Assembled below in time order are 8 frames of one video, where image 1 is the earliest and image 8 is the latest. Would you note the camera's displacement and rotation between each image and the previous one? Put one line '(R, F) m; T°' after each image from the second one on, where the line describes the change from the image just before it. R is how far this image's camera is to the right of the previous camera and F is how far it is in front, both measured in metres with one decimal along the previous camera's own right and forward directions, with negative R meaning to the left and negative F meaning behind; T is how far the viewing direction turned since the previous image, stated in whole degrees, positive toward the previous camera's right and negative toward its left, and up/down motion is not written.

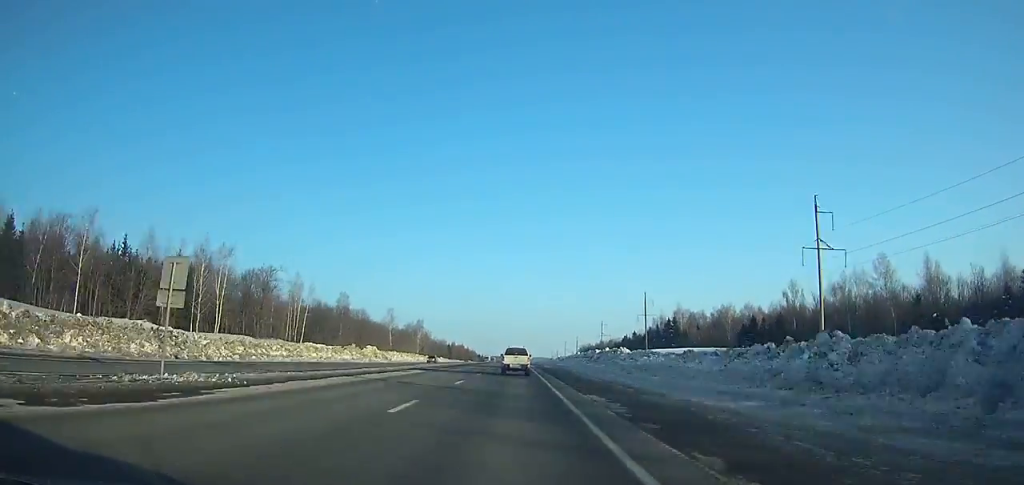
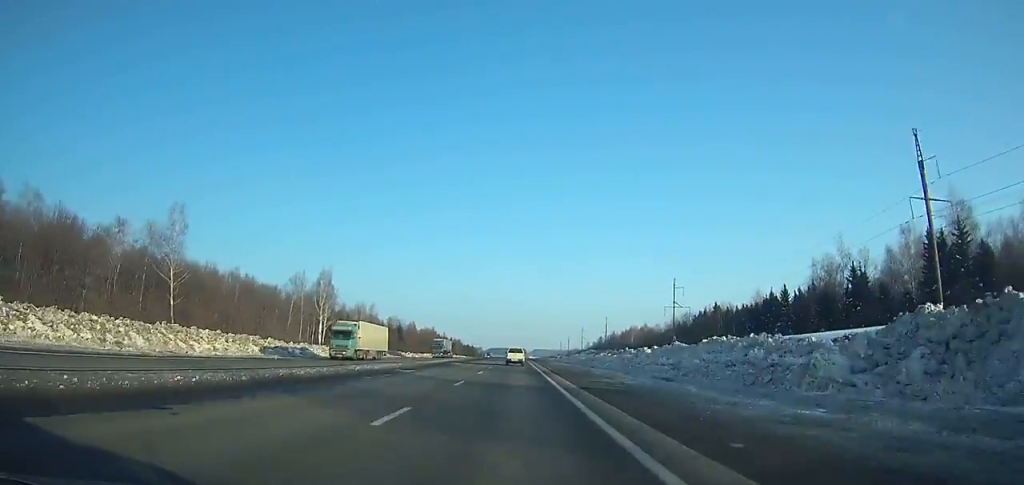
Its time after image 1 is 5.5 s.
(-0.3, +146.9) m; 0°
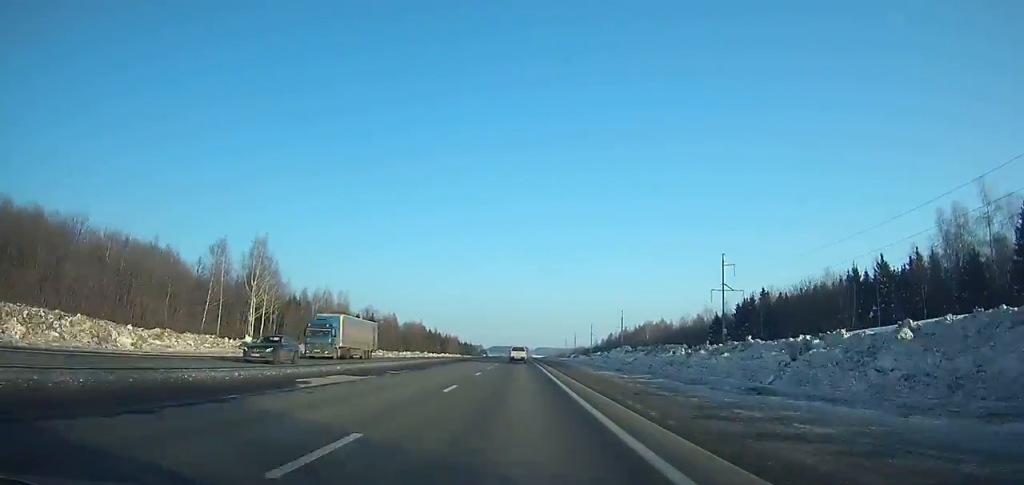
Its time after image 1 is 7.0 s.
(0.0, +40.1) m; 0°
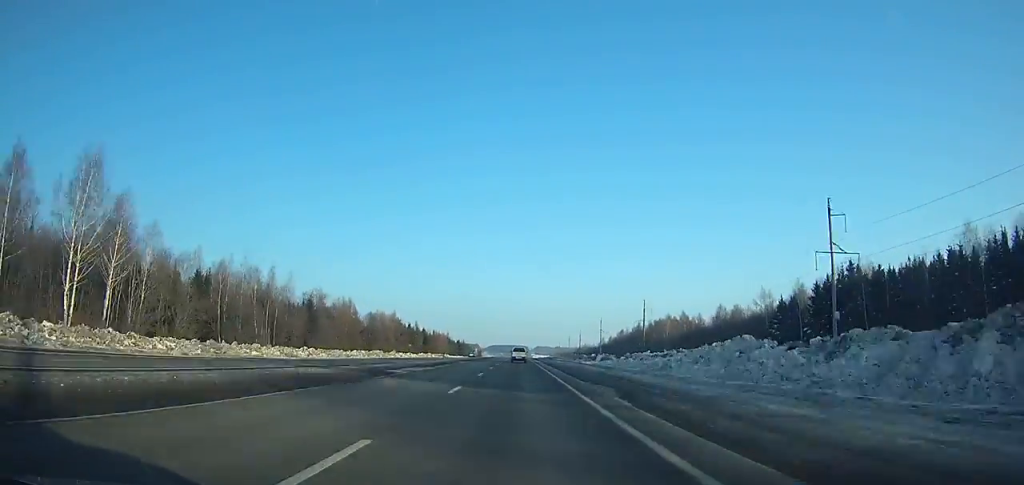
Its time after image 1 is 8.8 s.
(-0.1, +48.2) m; 0°
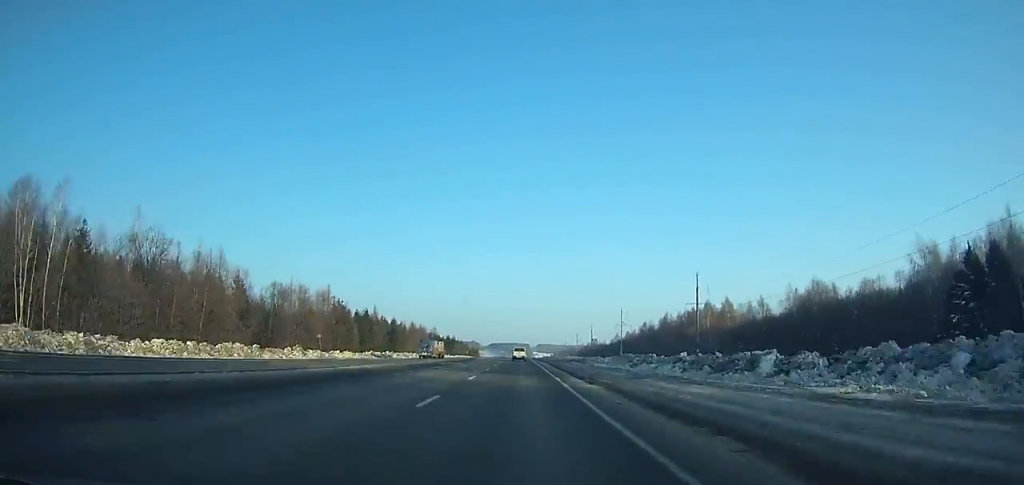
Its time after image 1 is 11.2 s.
(+0.2, +64.1) m; 0°
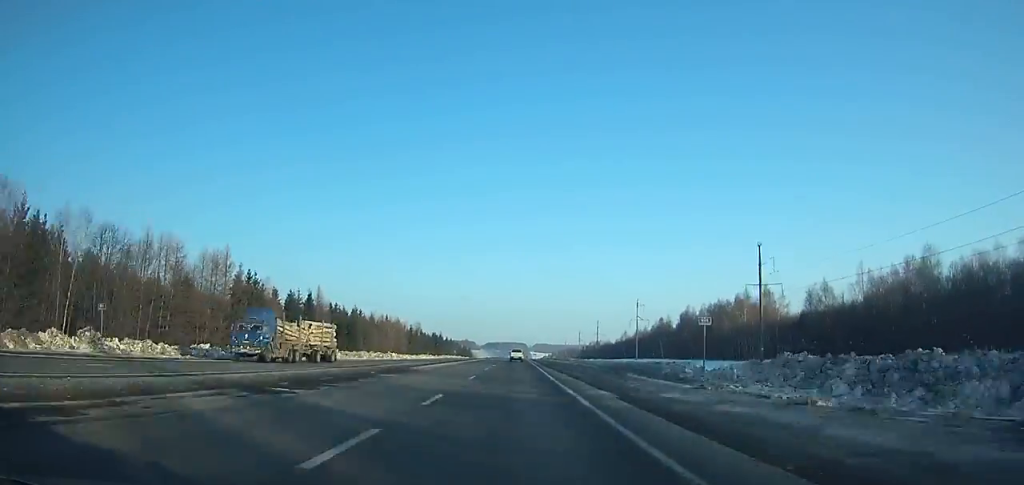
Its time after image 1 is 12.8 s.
(0.0, +42.7) m; 0°
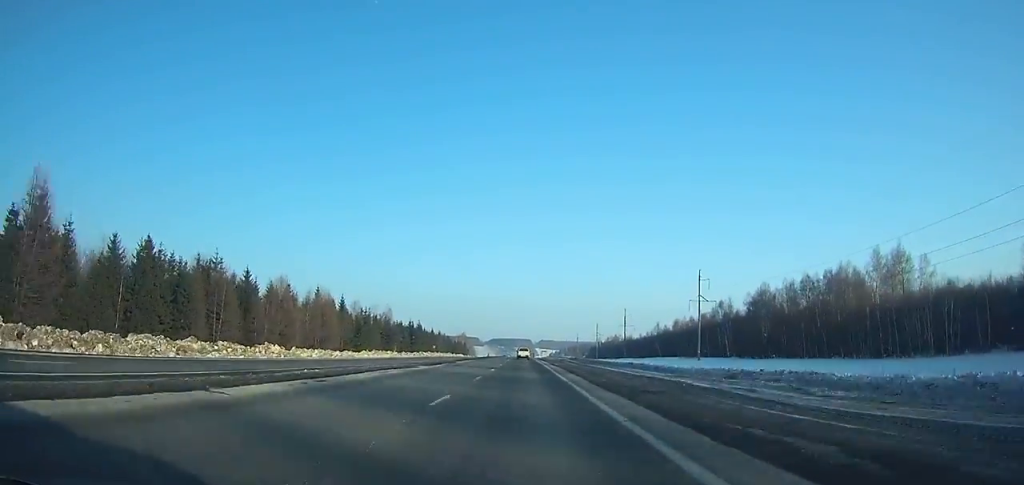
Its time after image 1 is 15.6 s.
(-0.3, +74.4) m; 0°
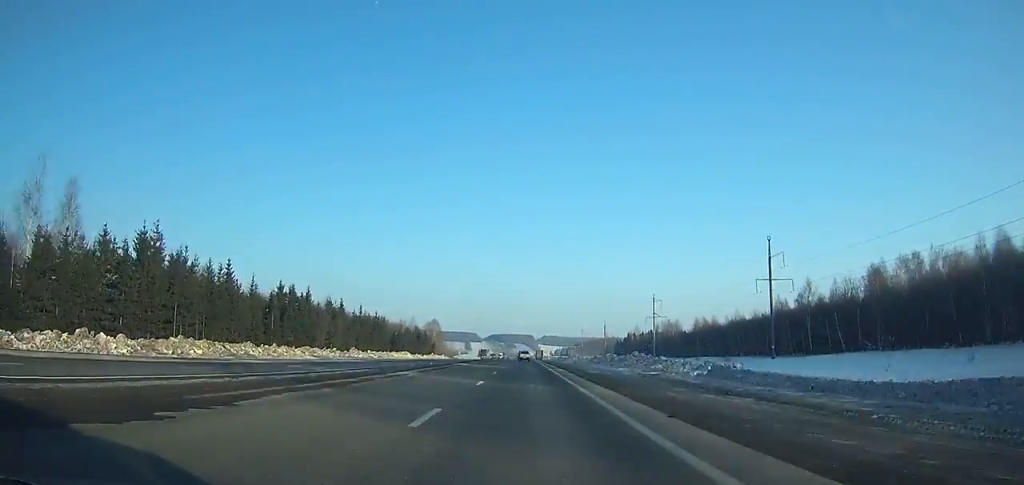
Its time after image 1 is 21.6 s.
(+0.5, +159.4) m; 0°
